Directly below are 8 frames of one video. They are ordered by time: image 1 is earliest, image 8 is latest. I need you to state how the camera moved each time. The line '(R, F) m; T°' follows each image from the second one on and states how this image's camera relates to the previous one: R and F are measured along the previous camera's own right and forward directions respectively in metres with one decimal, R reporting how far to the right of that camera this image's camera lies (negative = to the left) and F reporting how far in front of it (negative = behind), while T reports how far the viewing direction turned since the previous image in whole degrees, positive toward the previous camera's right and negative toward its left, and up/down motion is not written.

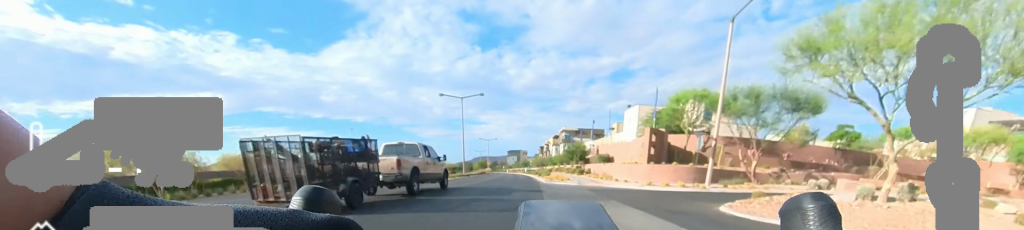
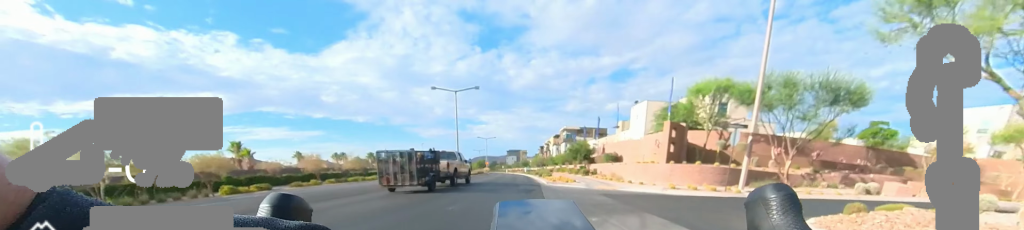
(-0.1, +3.3) m; +1°
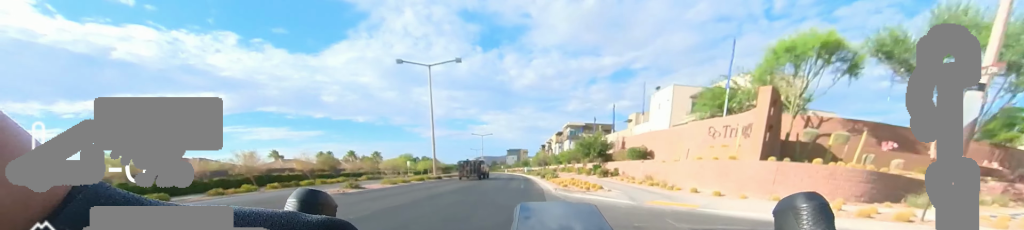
(+0.3, +8.9) m; +2°
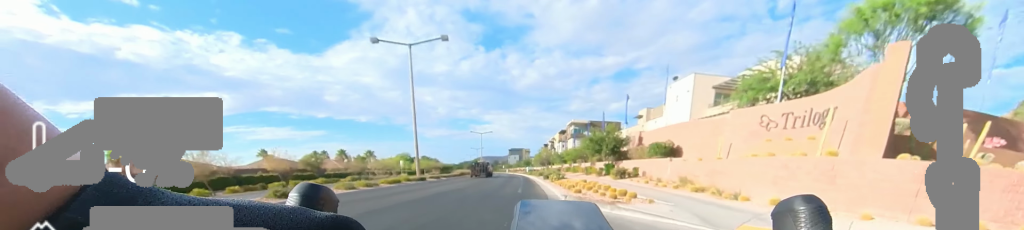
(0.0, +4.5) m; 0°
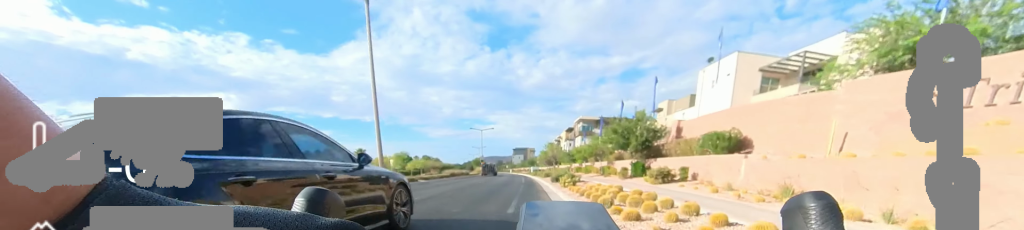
(0.0, +6.4) m; 0°
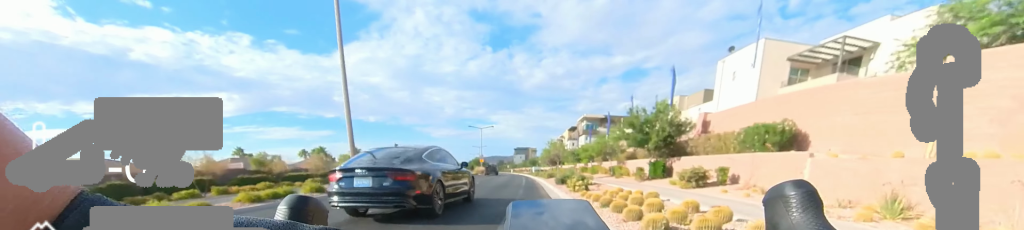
(0.0, +3.0) m; 0°
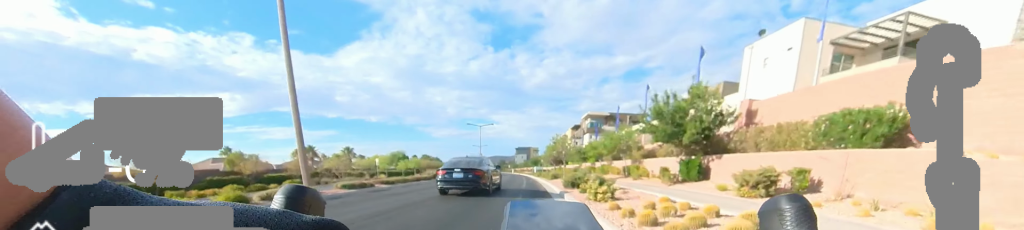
(0.0, +3.6) m; 0°
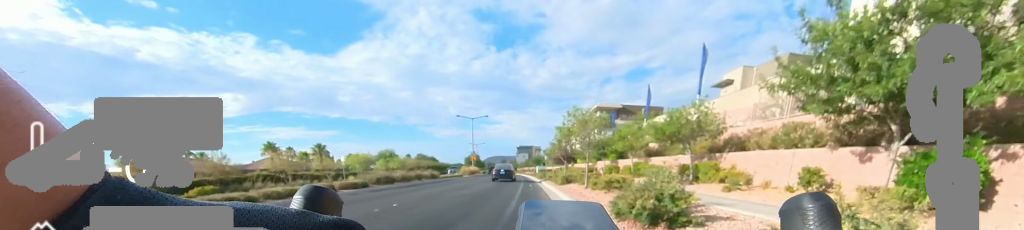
(-0.3, +9.7) m; -3°
